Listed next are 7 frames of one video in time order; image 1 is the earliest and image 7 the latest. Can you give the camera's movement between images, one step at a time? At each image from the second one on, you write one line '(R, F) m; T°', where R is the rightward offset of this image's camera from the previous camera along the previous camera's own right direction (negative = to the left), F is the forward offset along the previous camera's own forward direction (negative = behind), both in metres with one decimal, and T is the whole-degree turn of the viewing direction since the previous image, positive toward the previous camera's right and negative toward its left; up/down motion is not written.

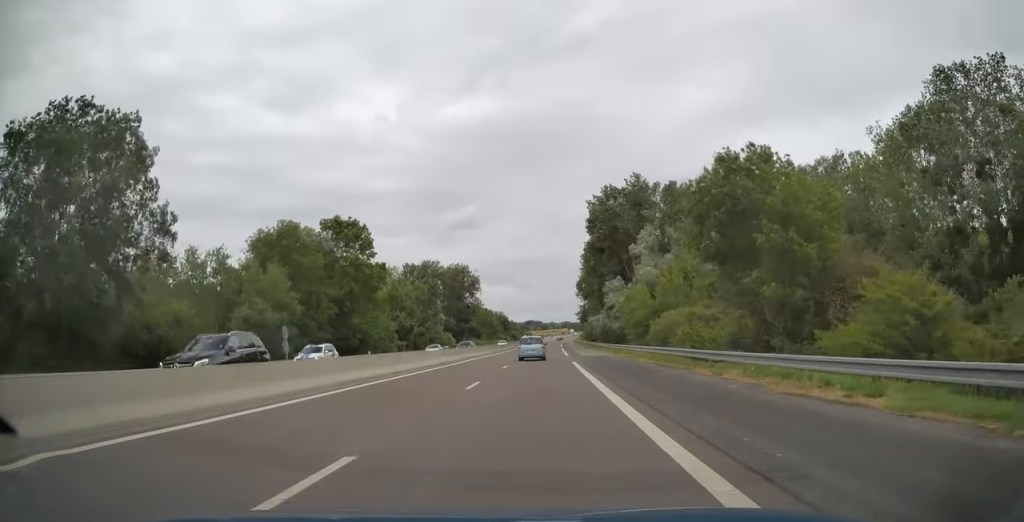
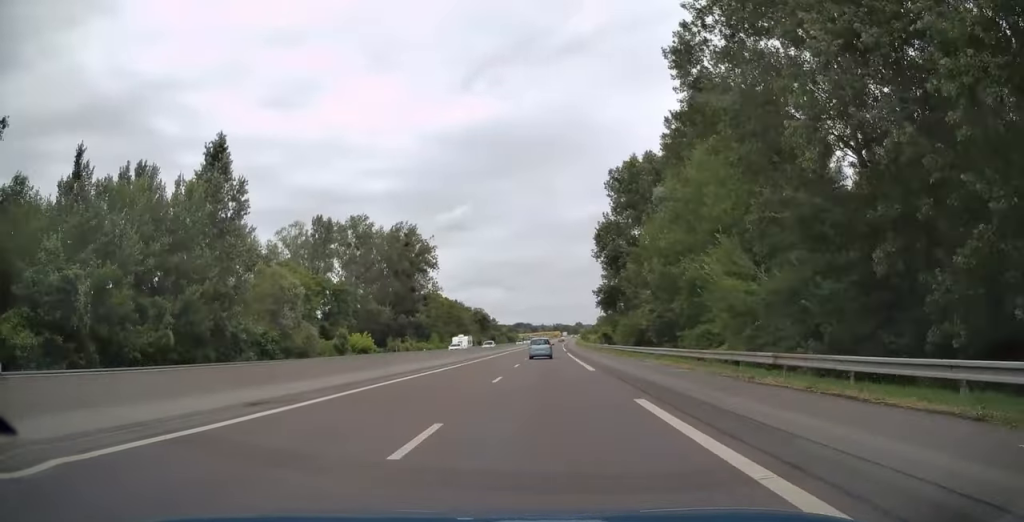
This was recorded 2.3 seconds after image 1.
(+0.9, +74.0) m; +1°
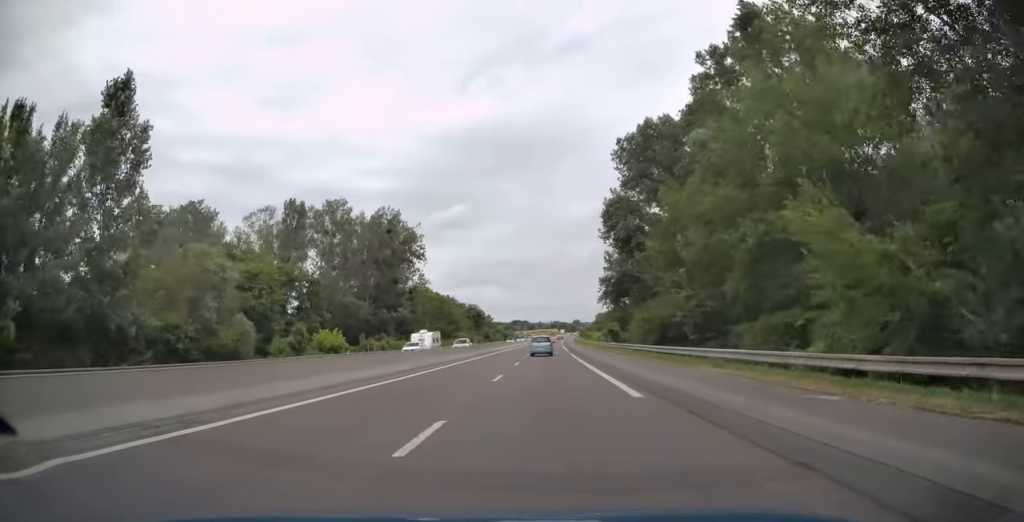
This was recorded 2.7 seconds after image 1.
(0.0, +12.8) m; 0°
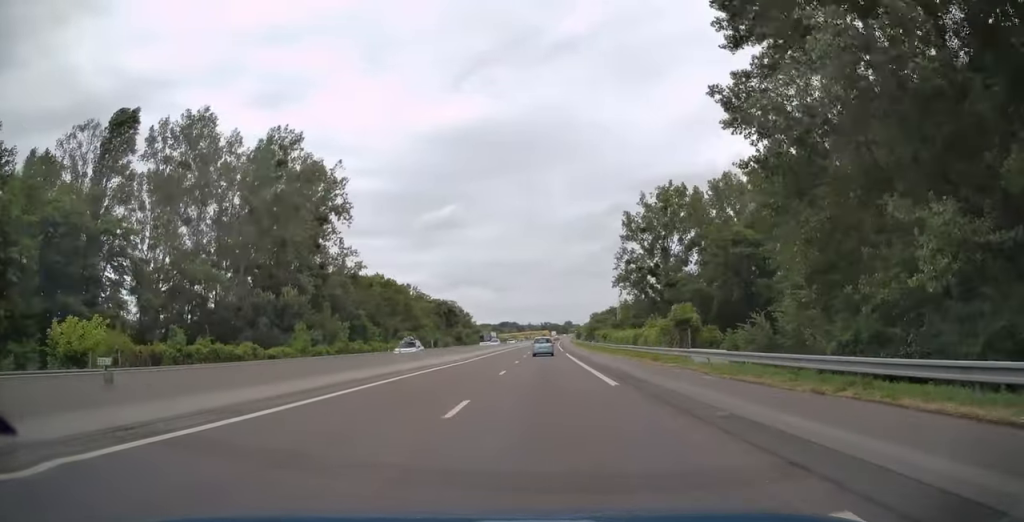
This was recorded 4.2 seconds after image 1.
(+0.1, +47.7) m; +1°
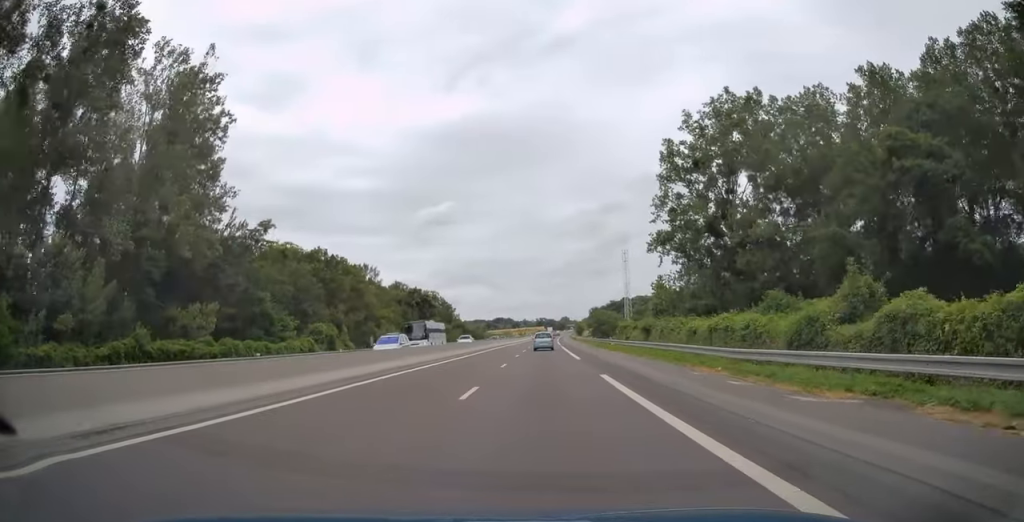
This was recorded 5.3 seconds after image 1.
(+0.3, +35.9) m; +1°
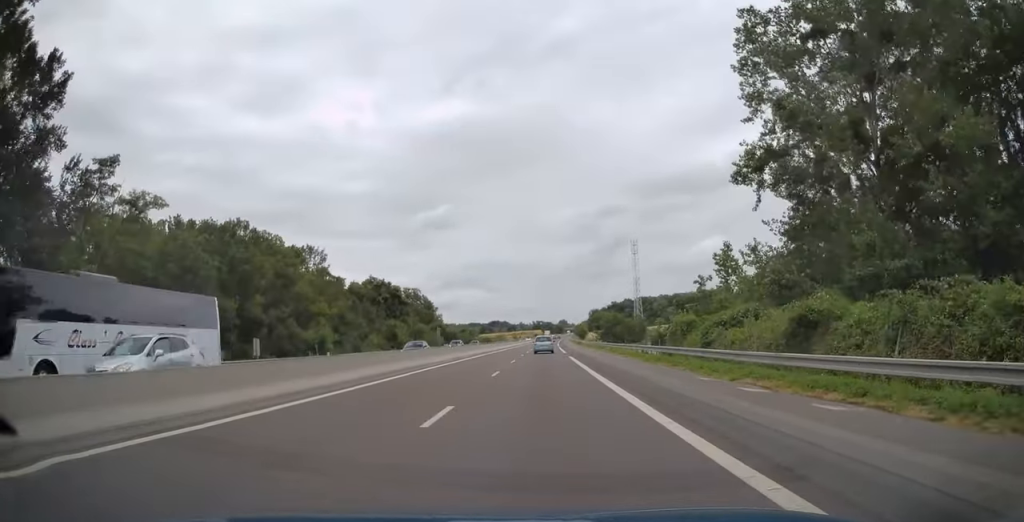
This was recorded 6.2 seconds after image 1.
(+0.1, +29.4) m; 0°
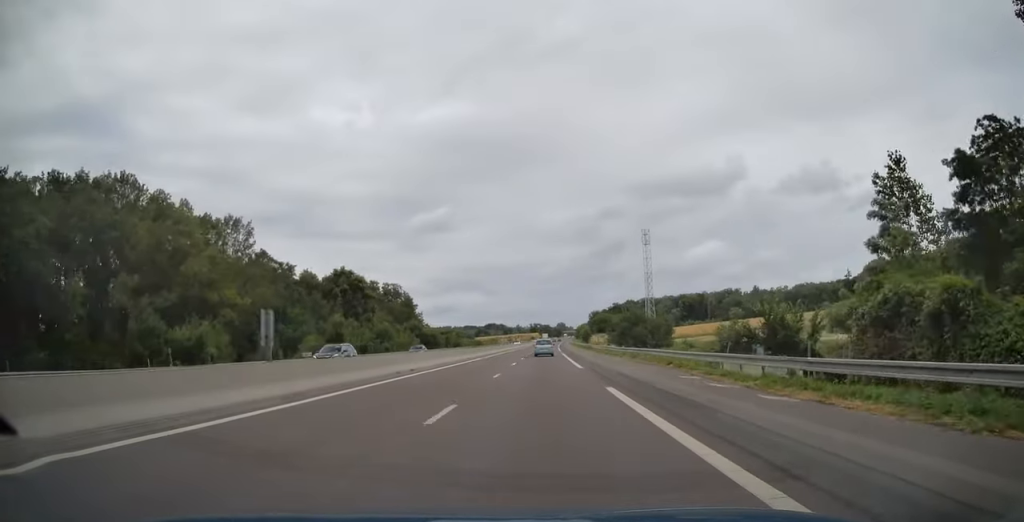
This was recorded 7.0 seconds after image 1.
(0.0, +25.2) m; 0°
